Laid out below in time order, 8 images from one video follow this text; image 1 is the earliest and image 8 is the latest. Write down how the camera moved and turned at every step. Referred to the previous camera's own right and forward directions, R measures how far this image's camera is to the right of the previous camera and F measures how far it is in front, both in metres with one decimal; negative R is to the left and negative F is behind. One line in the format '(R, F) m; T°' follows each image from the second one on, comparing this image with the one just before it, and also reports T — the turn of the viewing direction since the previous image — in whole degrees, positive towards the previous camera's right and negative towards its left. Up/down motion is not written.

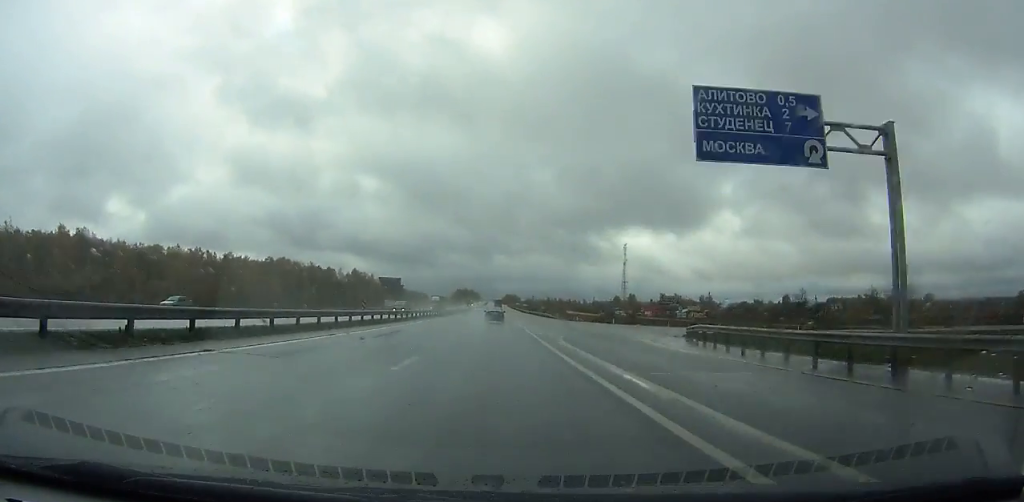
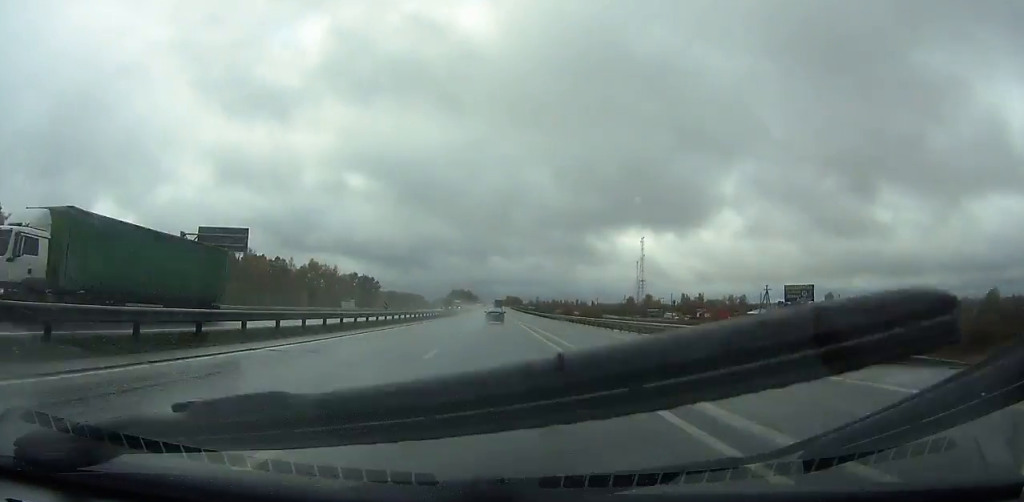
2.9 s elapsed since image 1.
(+0.2, +80.5) m; 0°
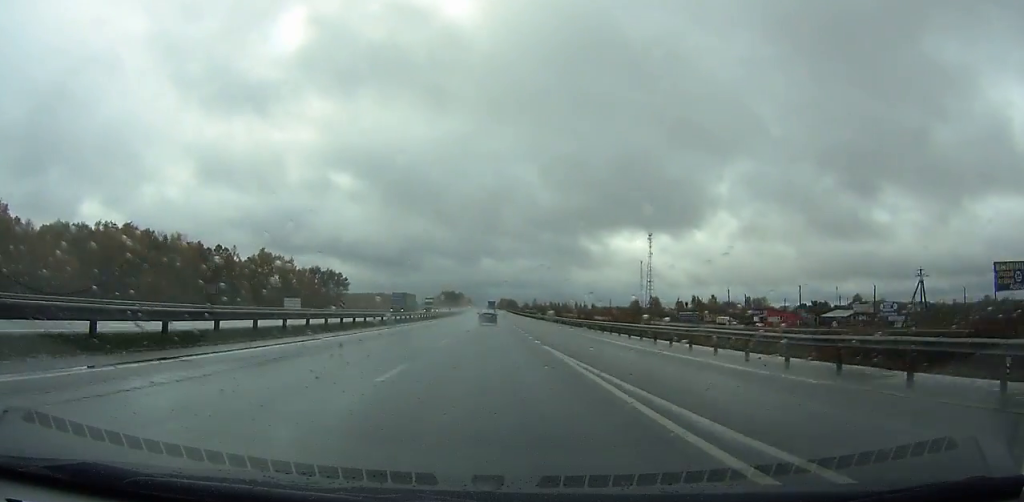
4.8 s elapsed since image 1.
(+0.1, +53.2) m; 0°
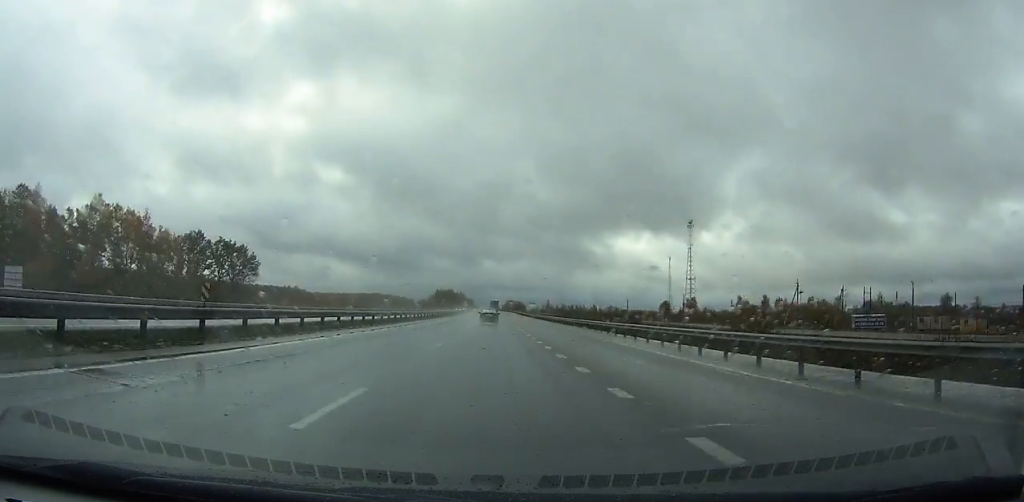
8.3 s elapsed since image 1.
(0.0, +98.5) m; 0°
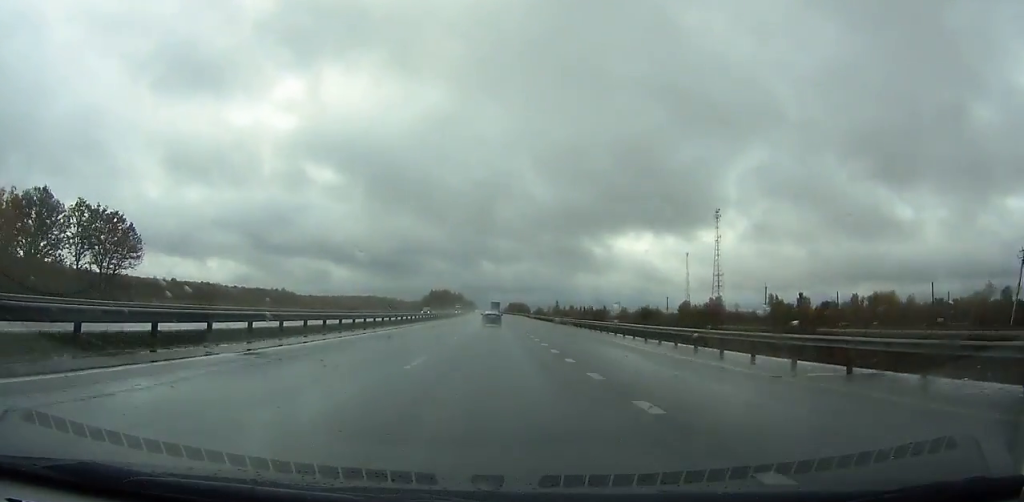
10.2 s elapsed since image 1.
(-0.1, +53.4) m; 0°
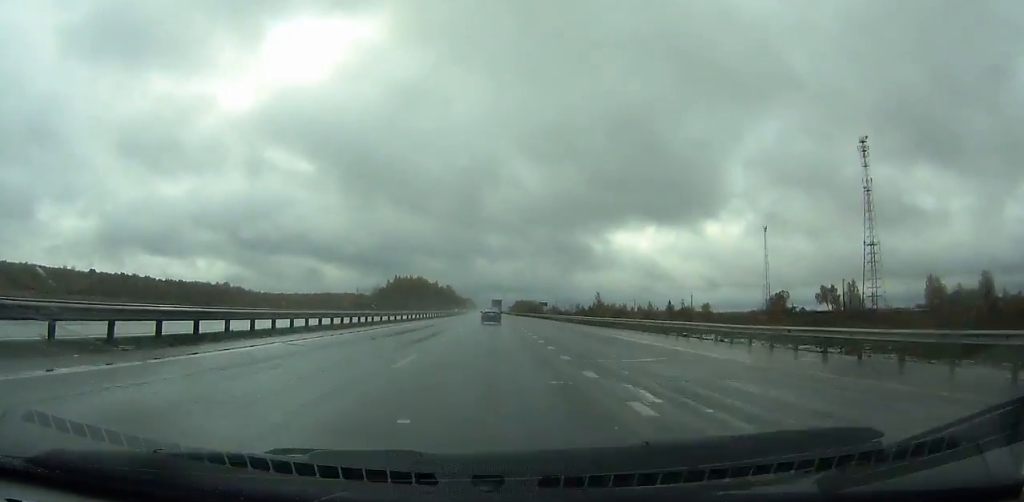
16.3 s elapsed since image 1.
(-0.6, +169.1) m; 0°
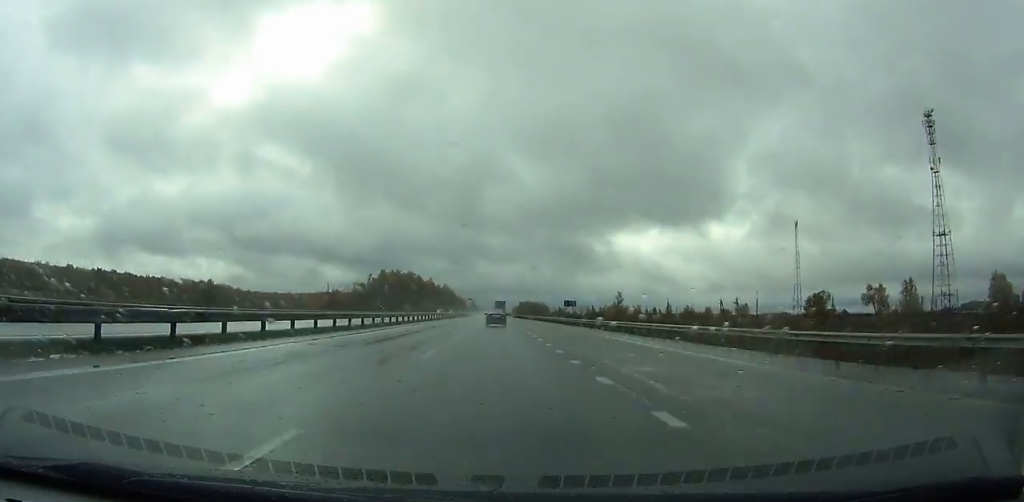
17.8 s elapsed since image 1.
(0.0, +41.0) m; 0°
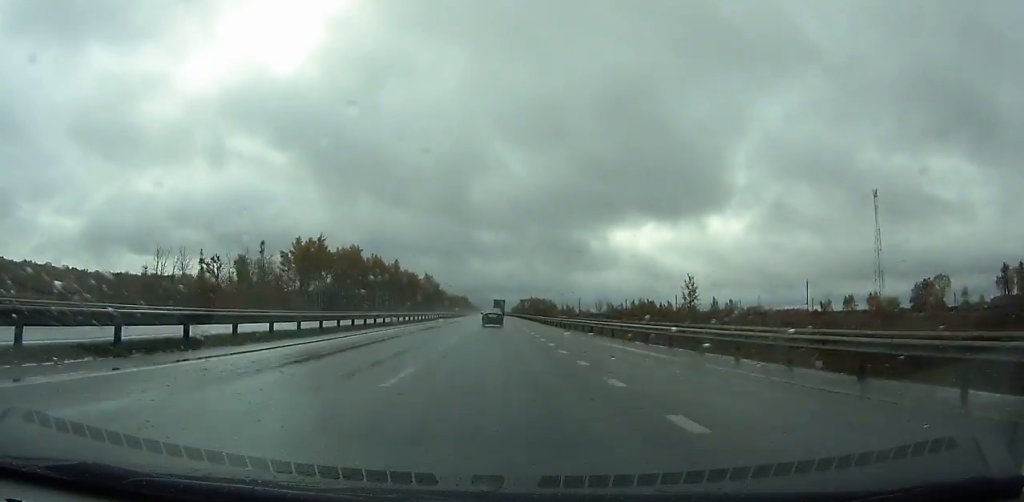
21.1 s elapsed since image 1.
(-0.1, +89.7) m; 0°
